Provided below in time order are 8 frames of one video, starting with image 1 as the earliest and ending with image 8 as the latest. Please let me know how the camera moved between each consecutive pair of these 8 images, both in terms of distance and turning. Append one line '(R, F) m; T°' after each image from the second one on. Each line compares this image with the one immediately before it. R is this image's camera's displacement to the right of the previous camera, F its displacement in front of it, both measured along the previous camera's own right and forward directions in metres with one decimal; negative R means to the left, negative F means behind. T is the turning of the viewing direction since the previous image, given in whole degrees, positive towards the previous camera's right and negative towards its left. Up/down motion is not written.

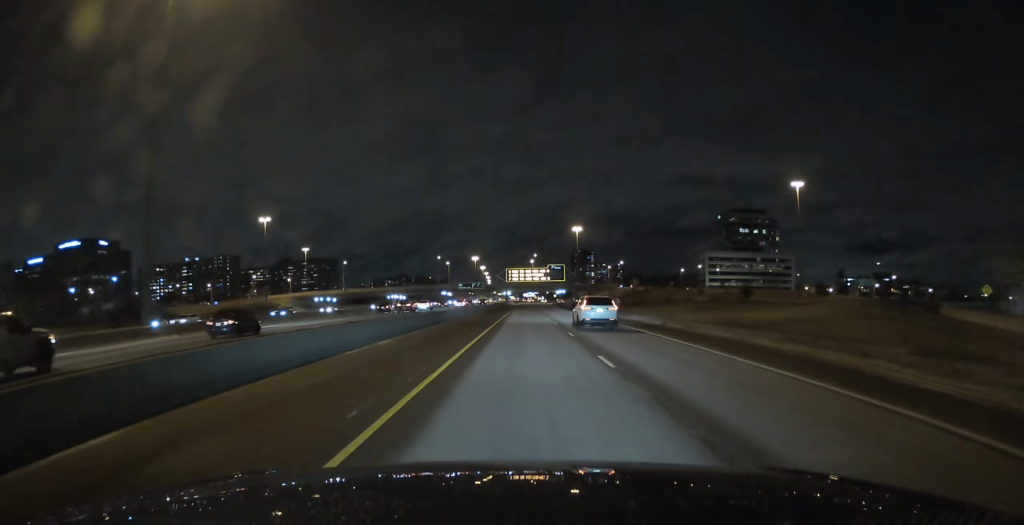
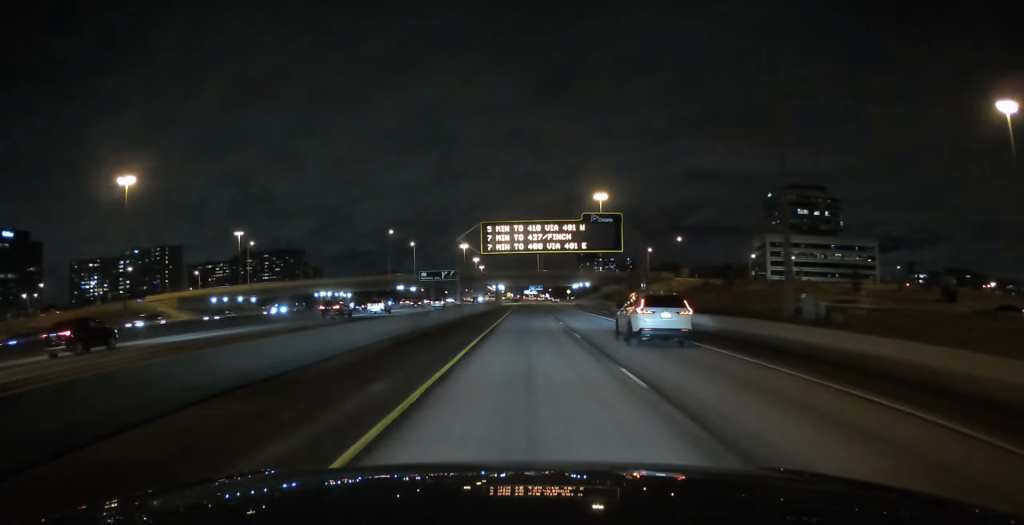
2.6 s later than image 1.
(-0.1, +89.4) m; 0°
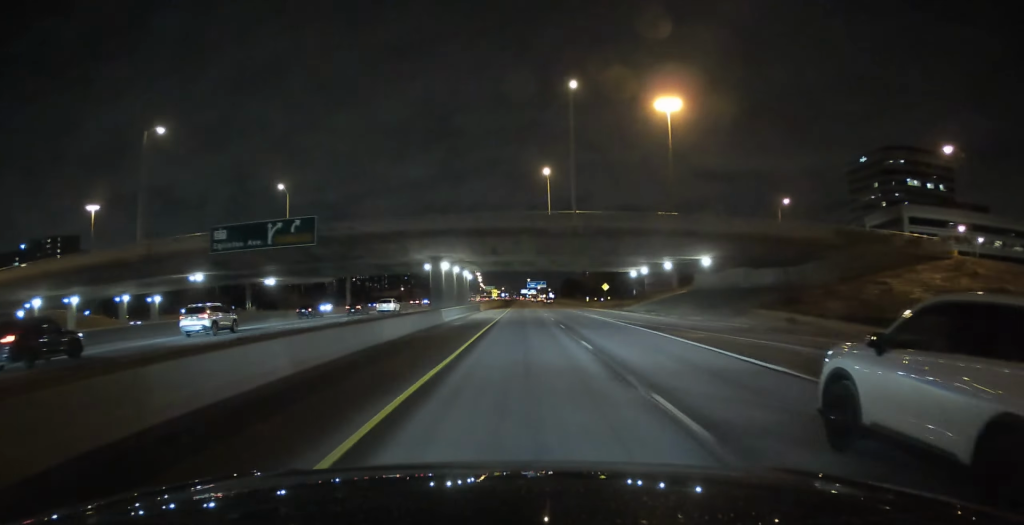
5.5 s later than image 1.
(0.0, +102.8) m; 0°
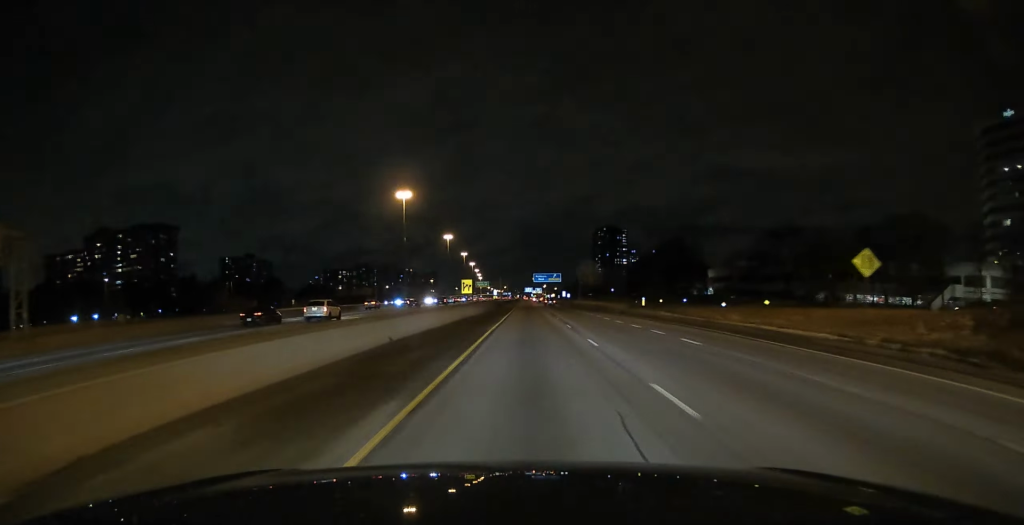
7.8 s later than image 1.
(-0.1, +83.7) m; 0°
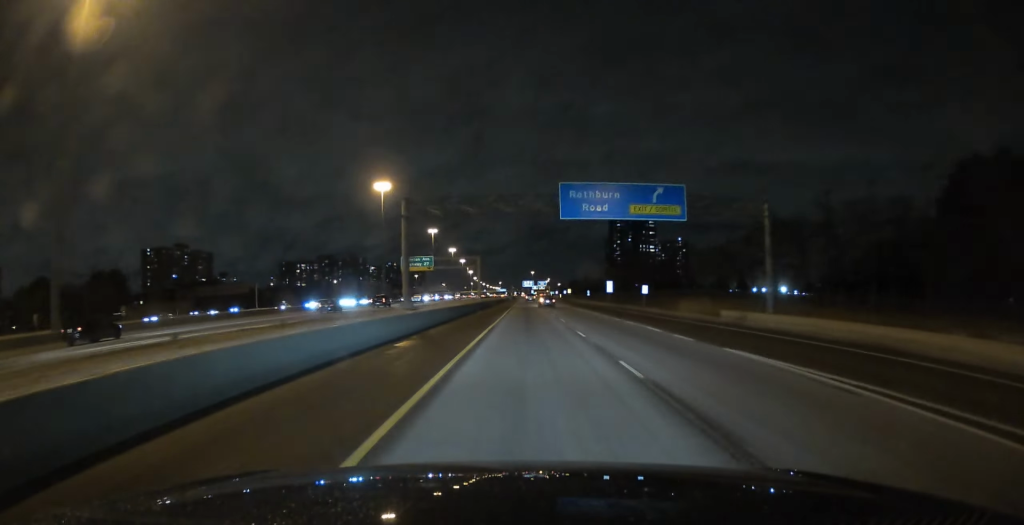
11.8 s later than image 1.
(+0.3, +140.0) m; 0°
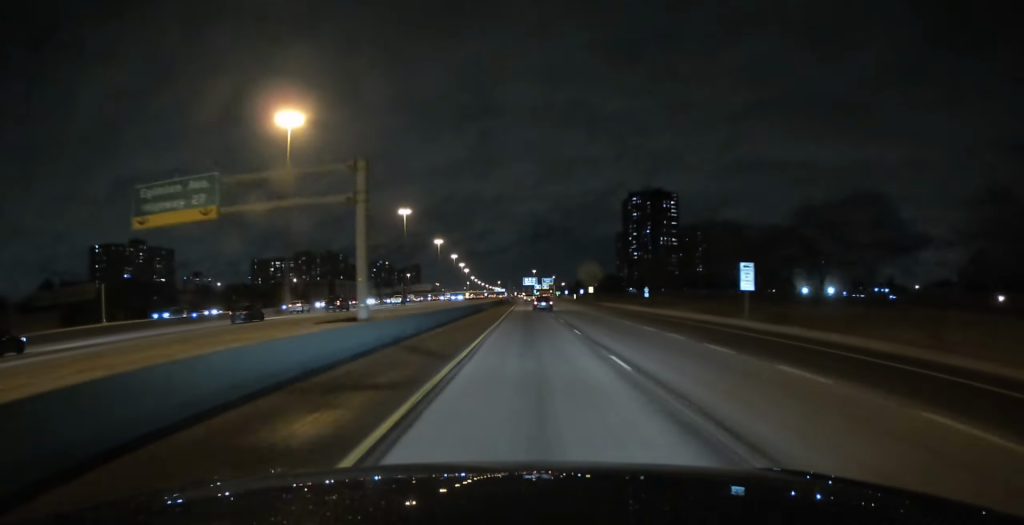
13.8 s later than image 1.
(+0.1, +71.3) m; 0°
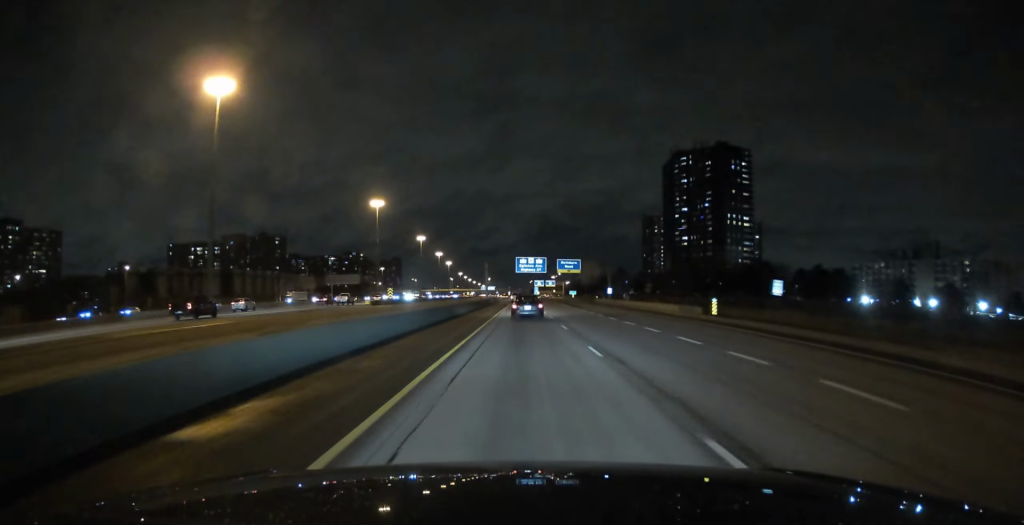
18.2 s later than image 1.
(-0.1, +145.3) m; 0°
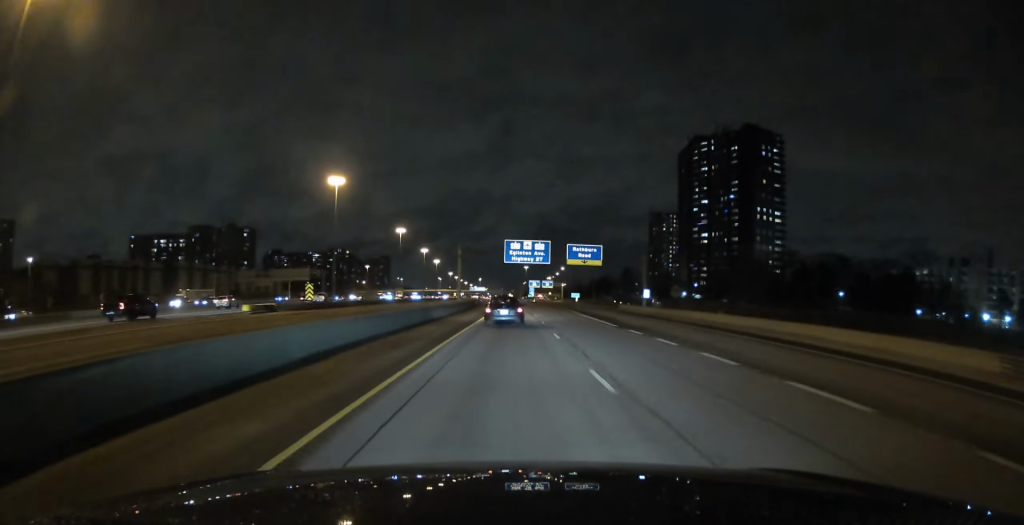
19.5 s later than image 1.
(0.0, +43.9) m; 0°
